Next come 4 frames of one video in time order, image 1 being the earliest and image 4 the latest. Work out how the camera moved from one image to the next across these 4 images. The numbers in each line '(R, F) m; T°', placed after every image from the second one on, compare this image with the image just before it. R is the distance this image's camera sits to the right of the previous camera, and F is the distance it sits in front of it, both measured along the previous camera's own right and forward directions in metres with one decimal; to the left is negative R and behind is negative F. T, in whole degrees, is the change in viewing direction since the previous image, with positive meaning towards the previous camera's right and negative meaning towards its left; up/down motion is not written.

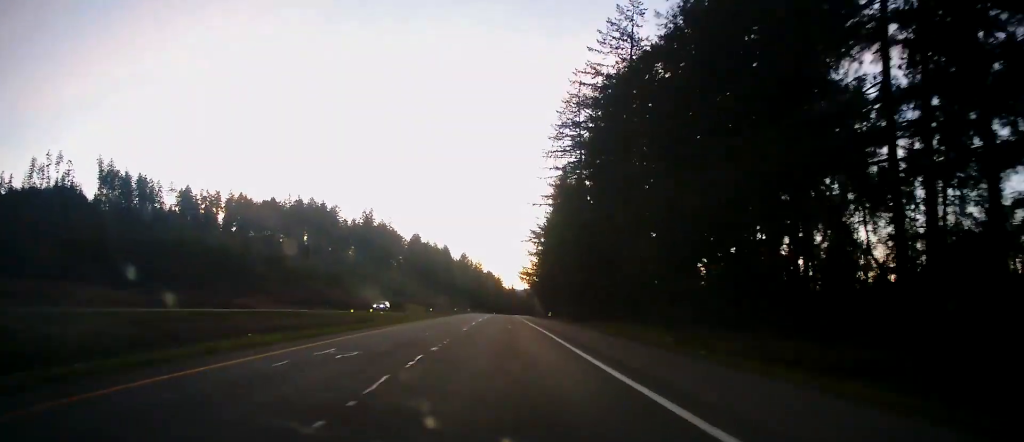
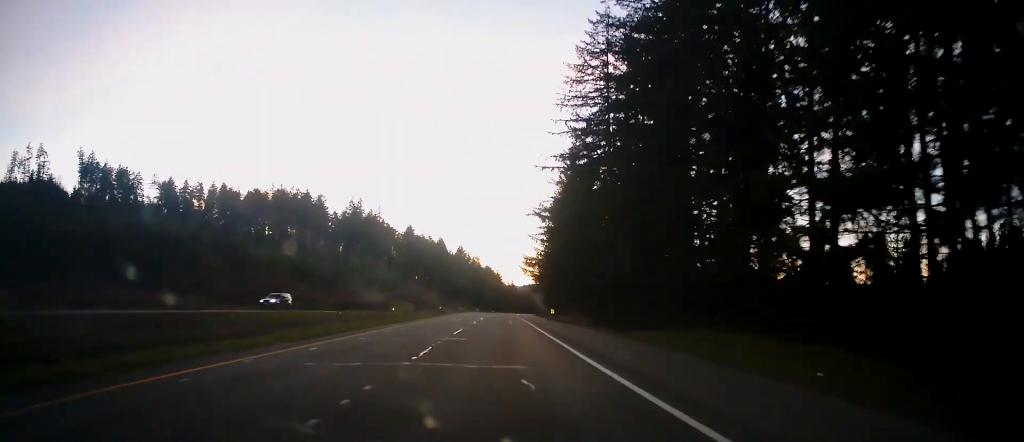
(-0.6, +23.4) m; 0°
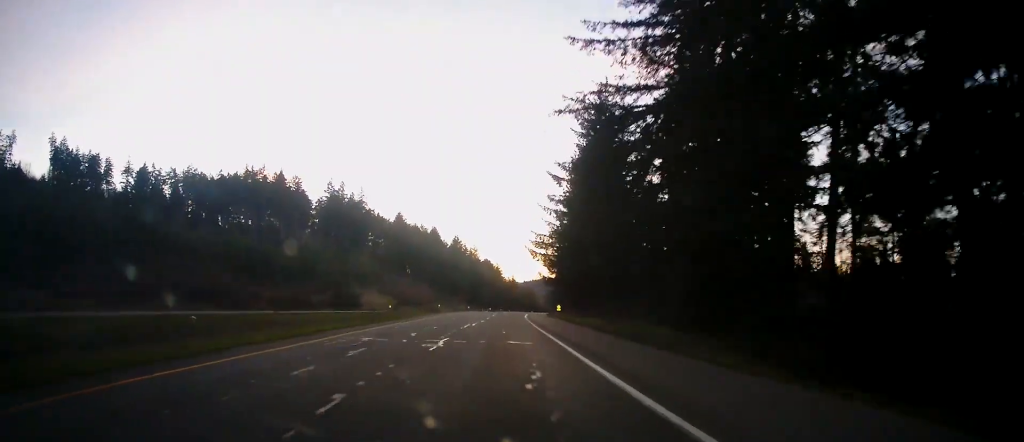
(+0.5, +34.2) m; 0°
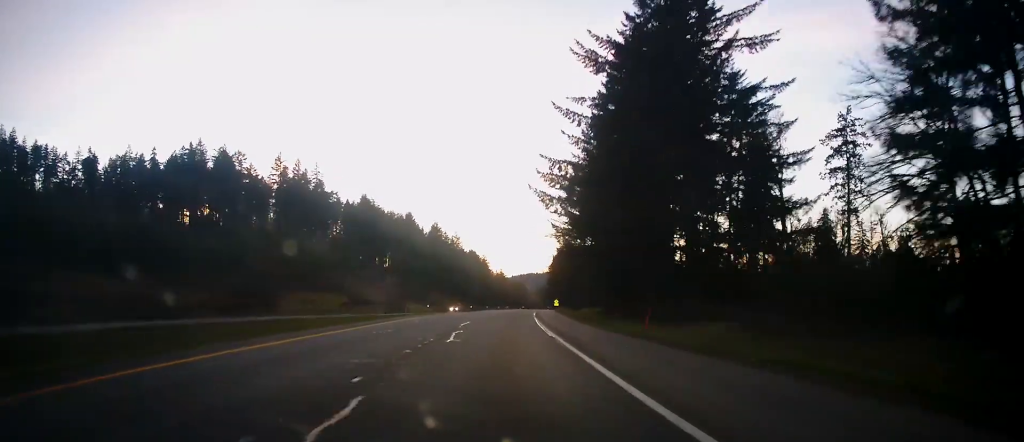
(-0.3, +42.9) m; +1°
